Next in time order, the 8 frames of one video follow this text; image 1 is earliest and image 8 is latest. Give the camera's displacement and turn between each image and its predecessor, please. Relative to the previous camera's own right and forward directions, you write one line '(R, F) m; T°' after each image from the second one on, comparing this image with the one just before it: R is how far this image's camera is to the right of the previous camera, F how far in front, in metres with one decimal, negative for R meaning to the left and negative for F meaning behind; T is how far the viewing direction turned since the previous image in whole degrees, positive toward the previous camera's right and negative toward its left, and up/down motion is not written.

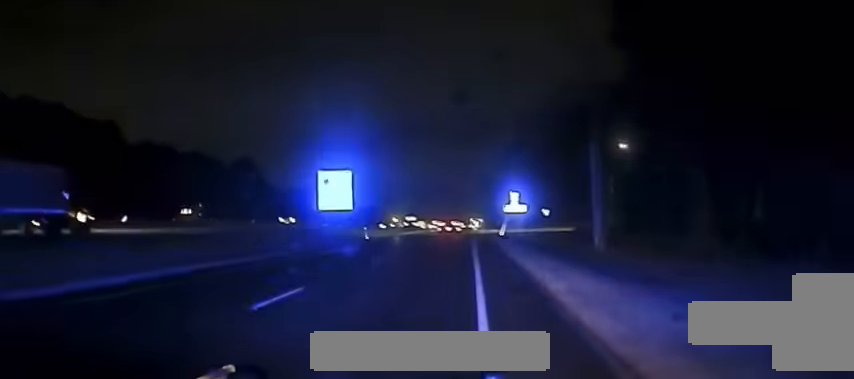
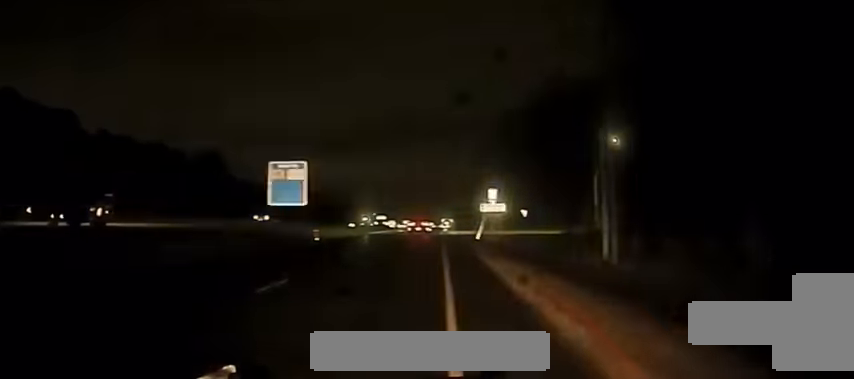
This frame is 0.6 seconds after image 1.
(0.0, +11.7) m; 0°
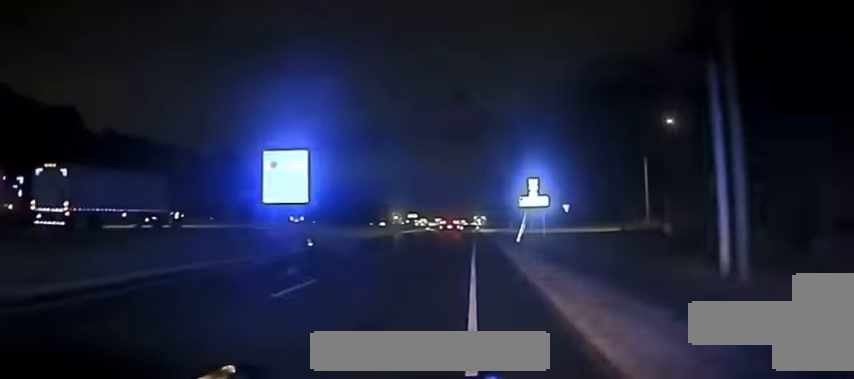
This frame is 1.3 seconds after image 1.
(0.0, +12.8) m; 0°
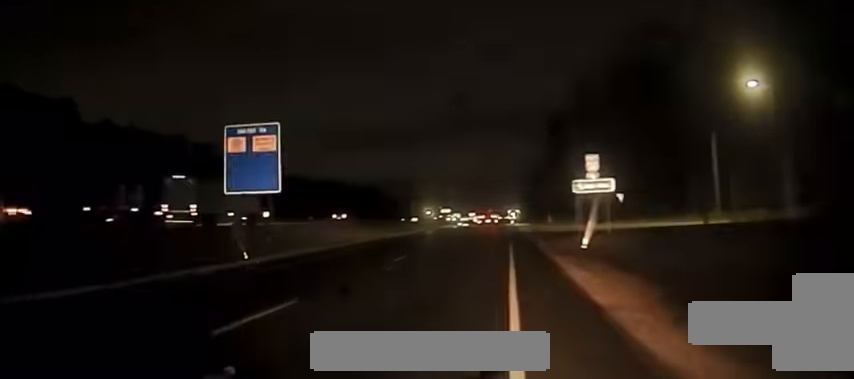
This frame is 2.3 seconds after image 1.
(0.0, +14.6) m; -2°
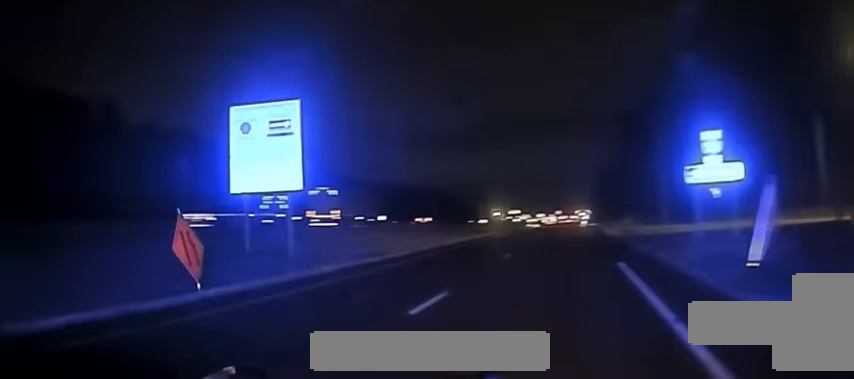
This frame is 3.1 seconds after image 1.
(-0.1, +10.8) m; -5°
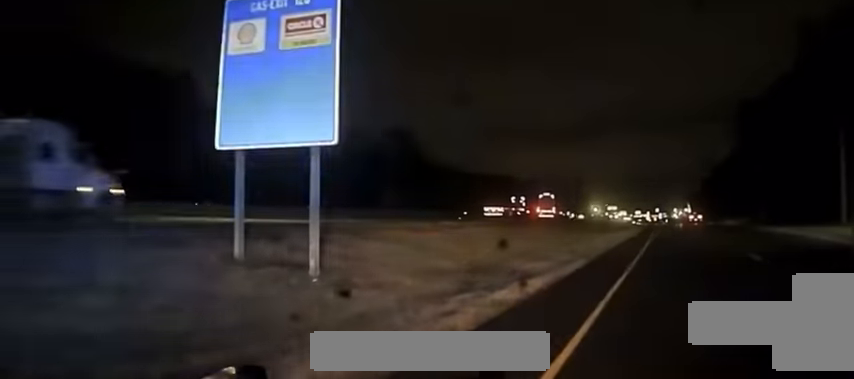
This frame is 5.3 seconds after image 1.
(-2.1, +17.2) m; -4°
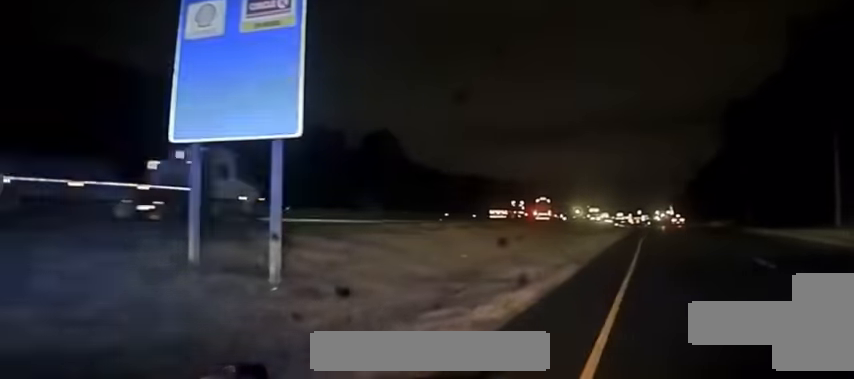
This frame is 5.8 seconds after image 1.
(0.0, +2.3) m; +5°
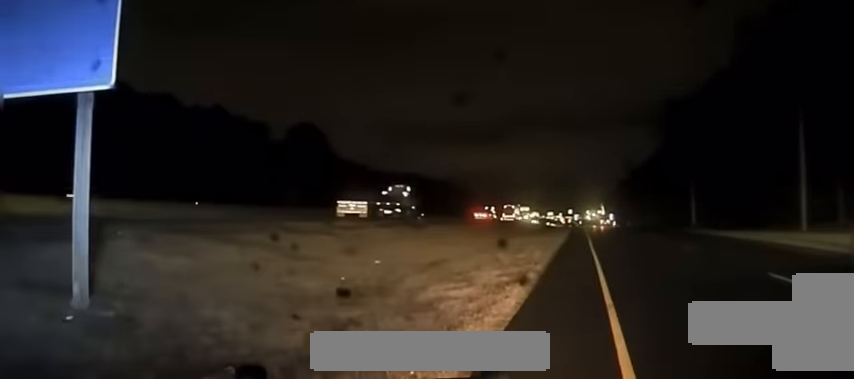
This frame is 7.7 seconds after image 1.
(+1.1, +5.3) m; +14°
